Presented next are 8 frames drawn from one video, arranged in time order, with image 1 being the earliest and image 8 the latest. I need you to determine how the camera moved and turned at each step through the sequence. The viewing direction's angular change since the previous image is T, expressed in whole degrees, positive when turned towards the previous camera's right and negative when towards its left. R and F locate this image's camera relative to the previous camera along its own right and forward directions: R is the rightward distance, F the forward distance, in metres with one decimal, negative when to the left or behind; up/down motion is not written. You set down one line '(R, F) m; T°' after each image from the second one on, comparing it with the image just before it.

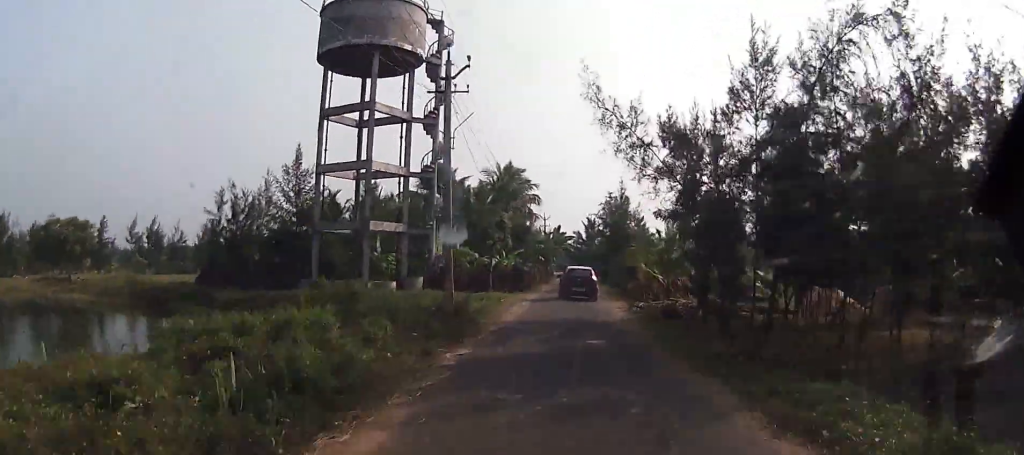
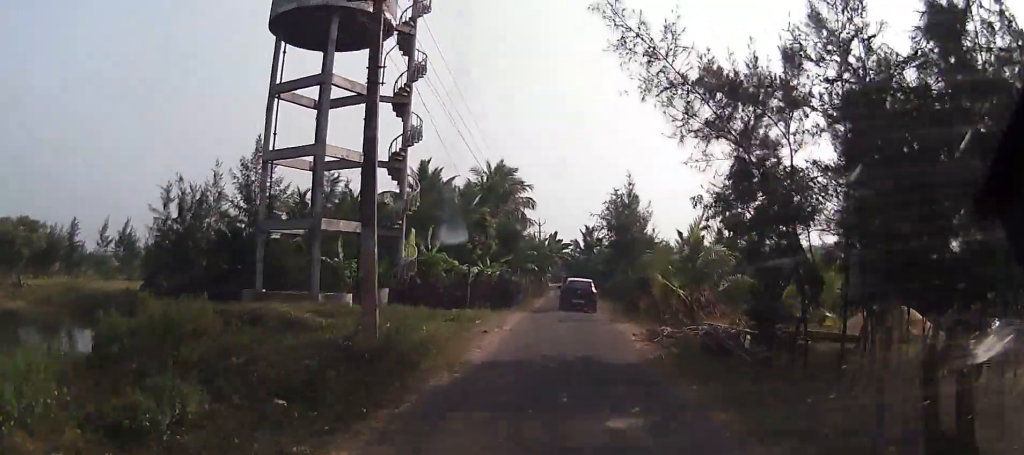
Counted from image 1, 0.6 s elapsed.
(+0.2, +6.8) m; 0°
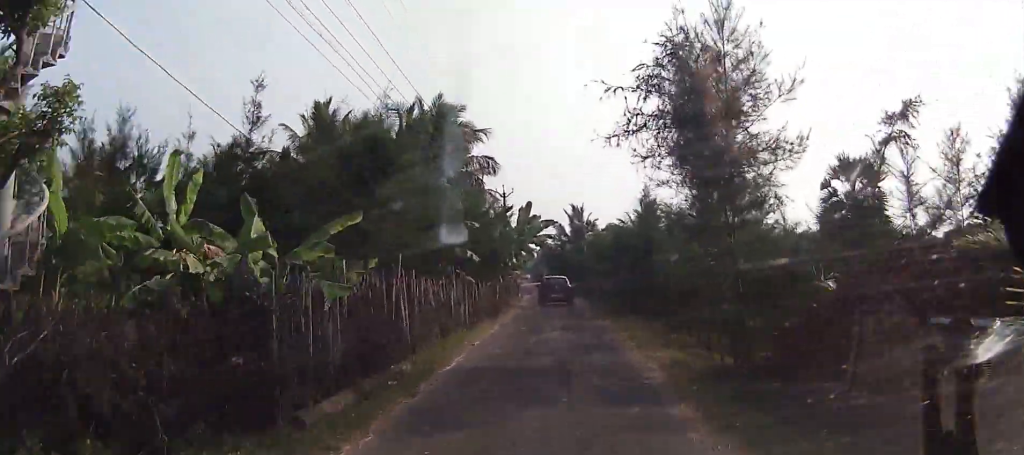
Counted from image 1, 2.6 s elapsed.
(-0.7, +23.7) m; 0°
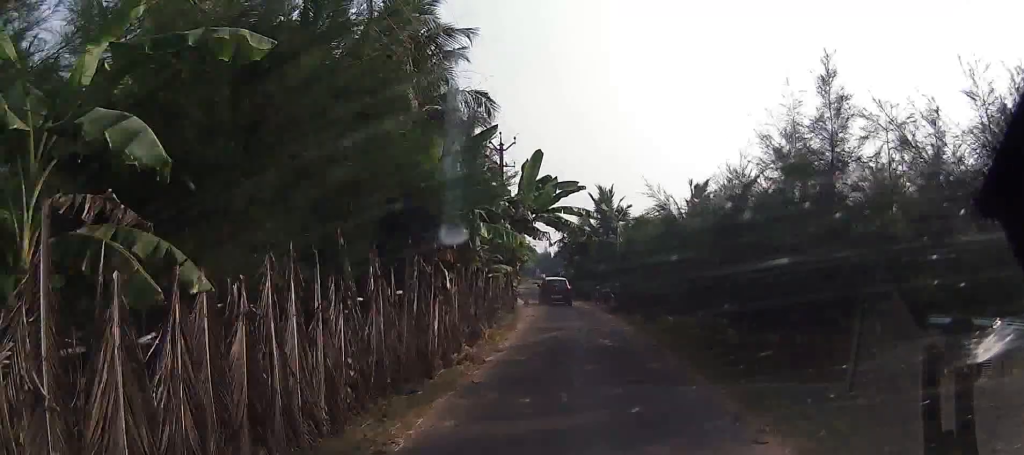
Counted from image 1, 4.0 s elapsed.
(+0.1, +16.4) m; -1°
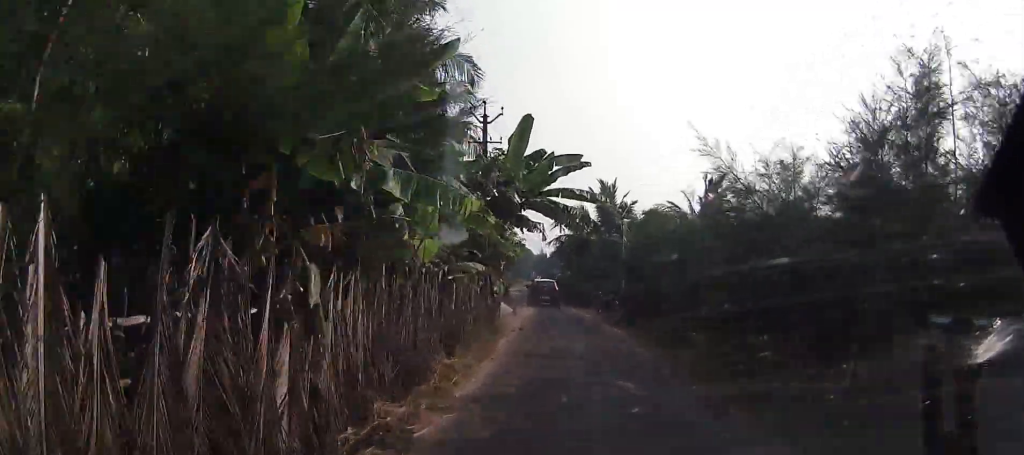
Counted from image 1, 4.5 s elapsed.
(-0.1, +5.9) m; -1°
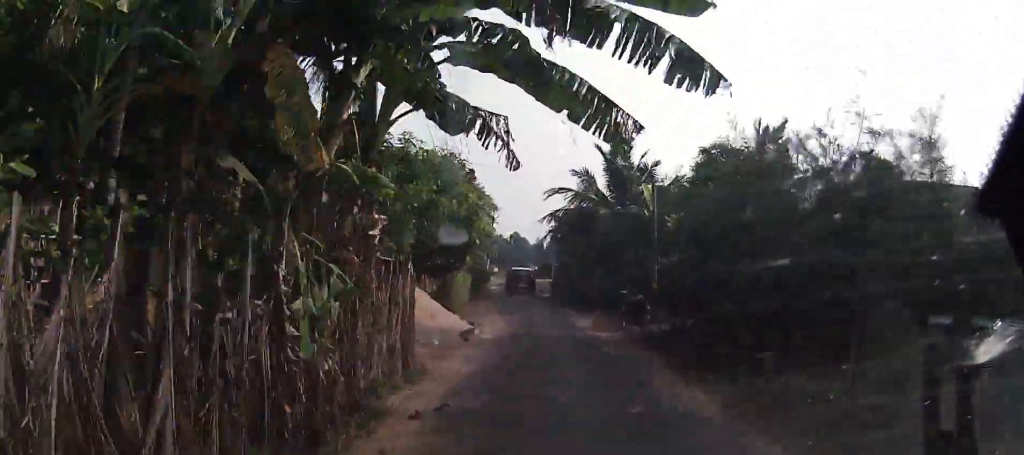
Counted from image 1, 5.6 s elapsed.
(+0.1, +13.4) m; +2°
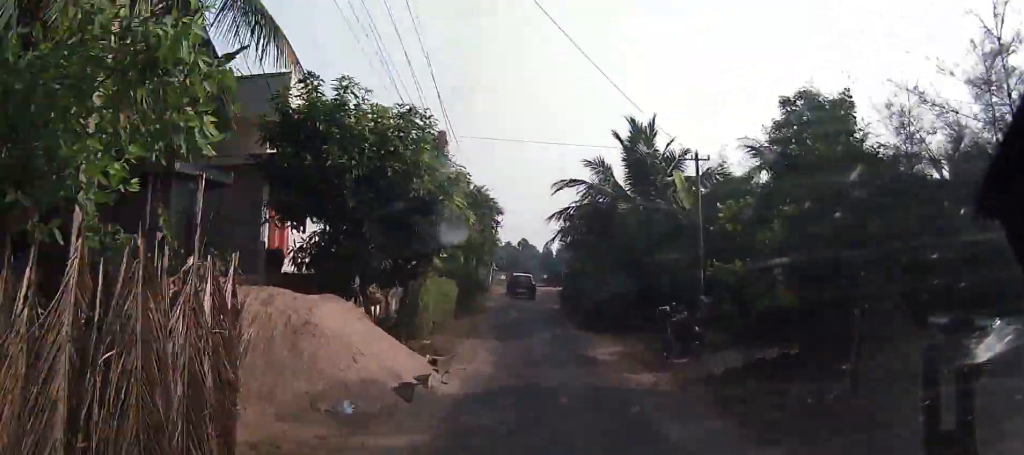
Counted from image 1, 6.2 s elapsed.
(+0.3, +6.0) m; 0°
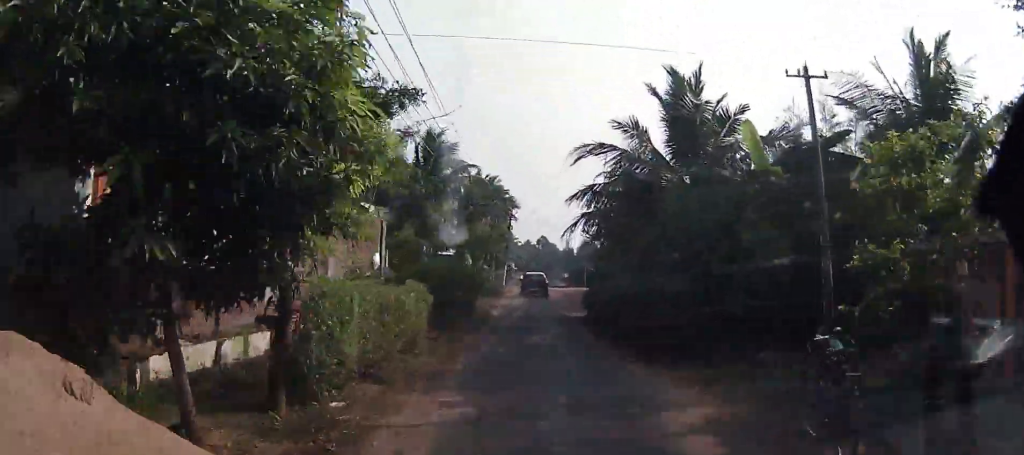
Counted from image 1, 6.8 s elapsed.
(-0.1, +7.2) m; -2°
